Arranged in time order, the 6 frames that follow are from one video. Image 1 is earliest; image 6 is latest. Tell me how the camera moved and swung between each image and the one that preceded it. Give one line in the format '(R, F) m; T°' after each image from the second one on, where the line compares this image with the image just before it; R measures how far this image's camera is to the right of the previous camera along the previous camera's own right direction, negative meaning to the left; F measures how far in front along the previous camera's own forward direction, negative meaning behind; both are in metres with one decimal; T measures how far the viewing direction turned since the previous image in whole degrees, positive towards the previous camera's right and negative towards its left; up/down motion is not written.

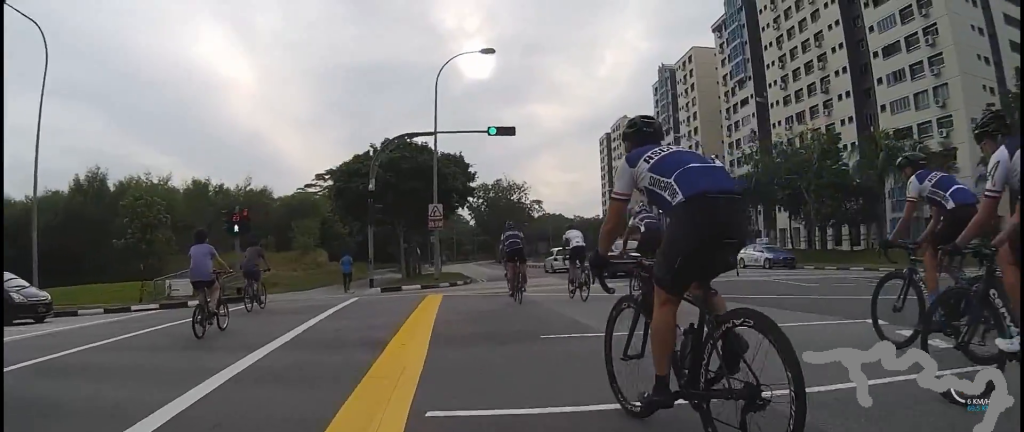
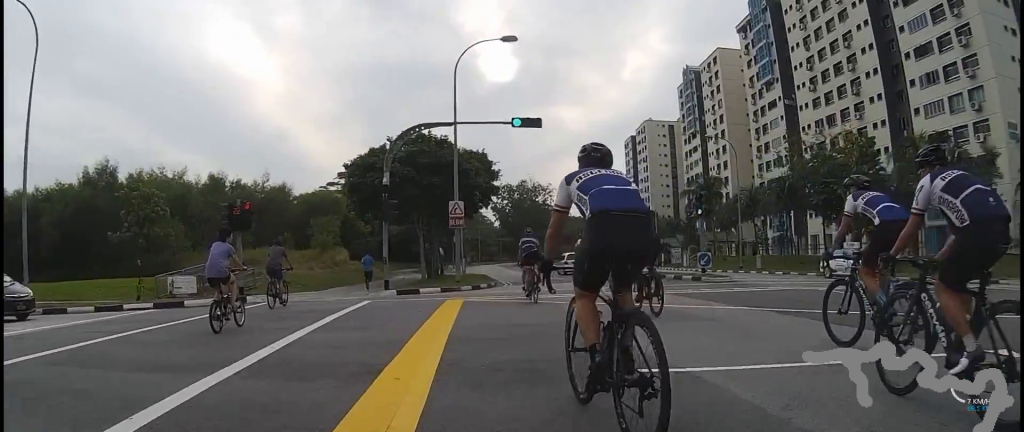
(0.0, +1.0) m; +2°
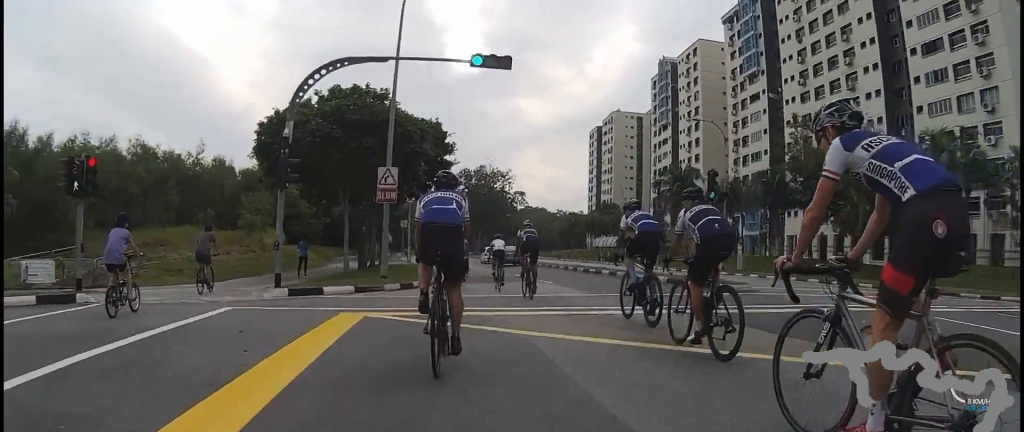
(+0.3, +3.3) m; +9°
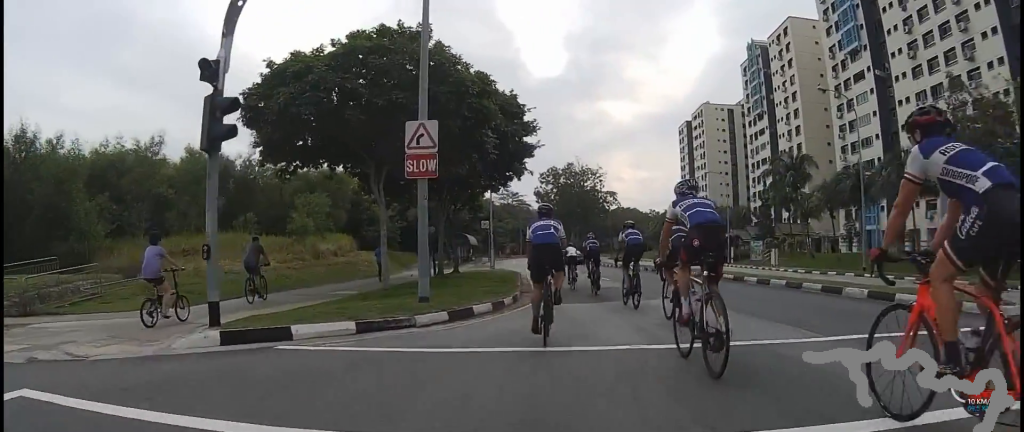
(+0.1, +4.5) m; 0°
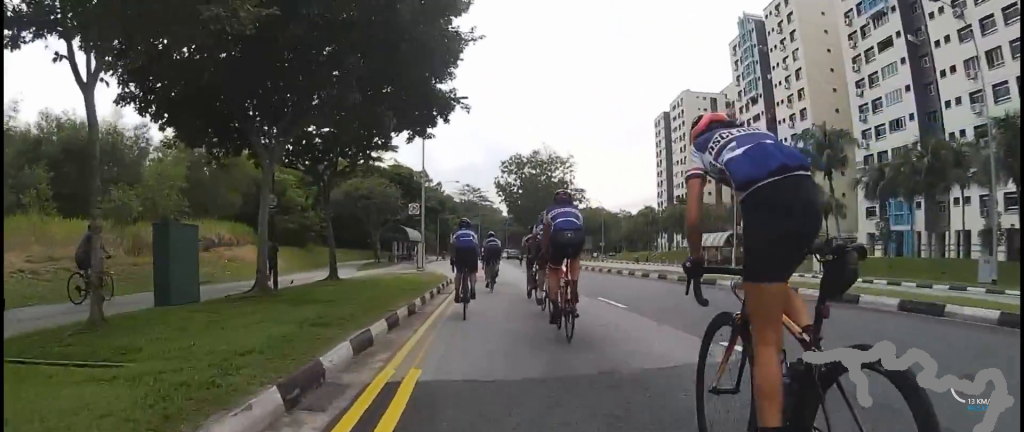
(+0.5, +9.7) m; +3°
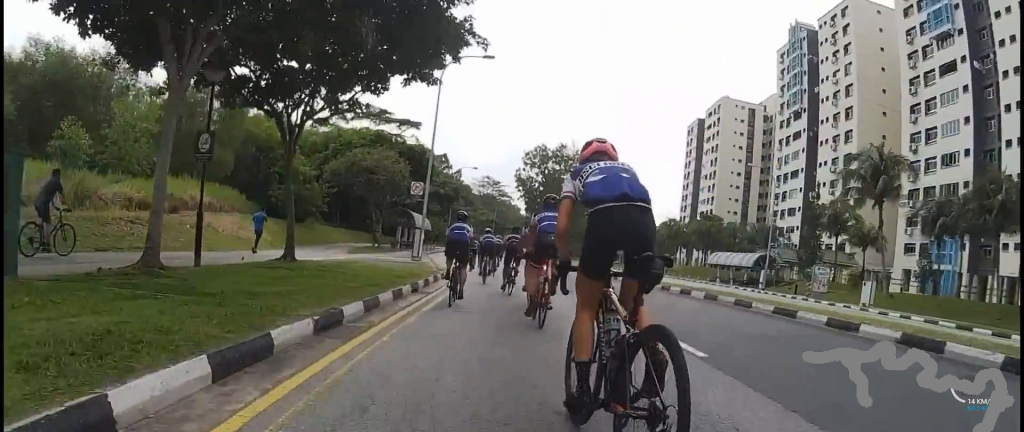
(0.0, +2.9) m; -1°
